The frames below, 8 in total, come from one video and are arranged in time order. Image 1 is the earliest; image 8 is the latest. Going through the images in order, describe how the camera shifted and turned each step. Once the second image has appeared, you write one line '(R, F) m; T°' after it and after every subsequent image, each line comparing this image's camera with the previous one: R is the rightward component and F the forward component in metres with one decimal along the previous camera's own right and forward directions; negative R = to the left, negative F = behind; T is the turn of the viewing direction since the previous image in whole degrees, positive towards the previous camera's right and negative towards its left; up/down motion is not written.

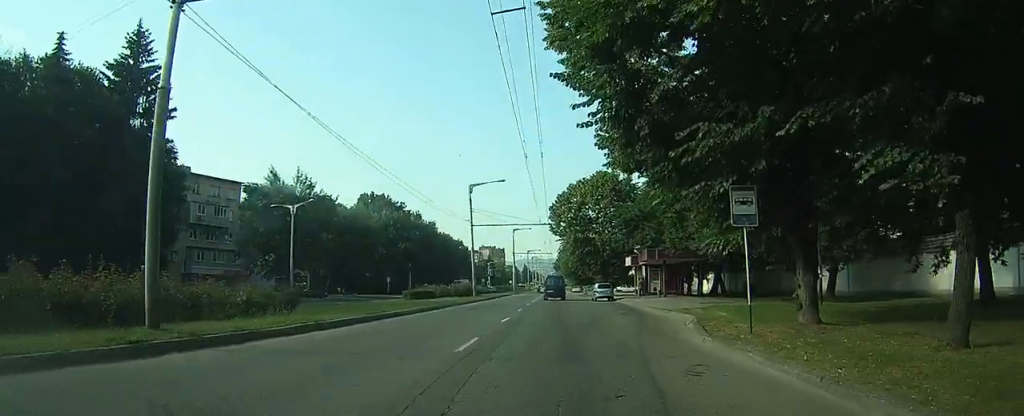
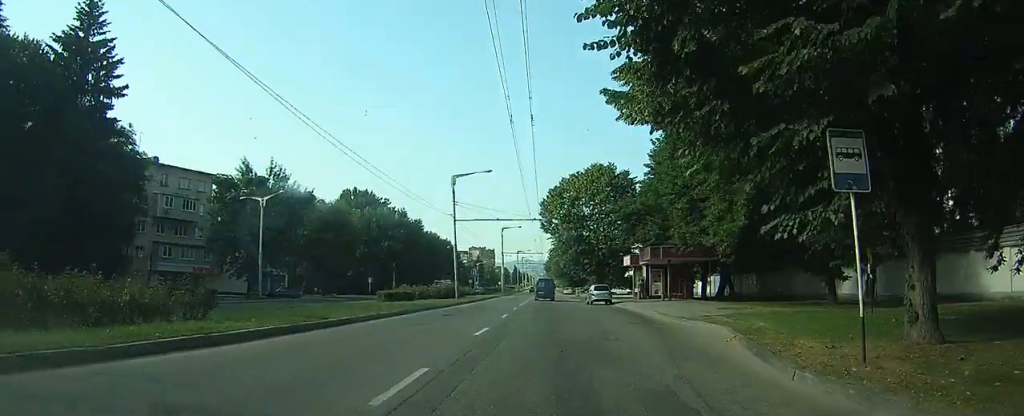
(+0.1, +4.3) m; +2°
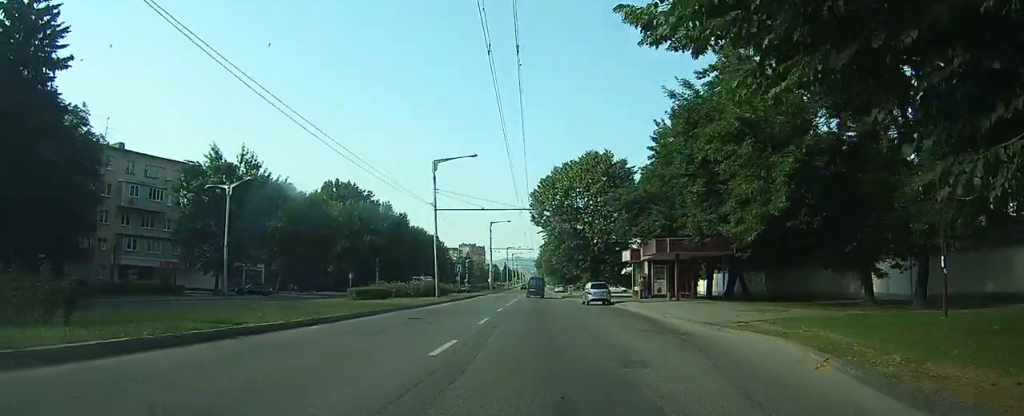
(0.0, +4.5) m; +1°
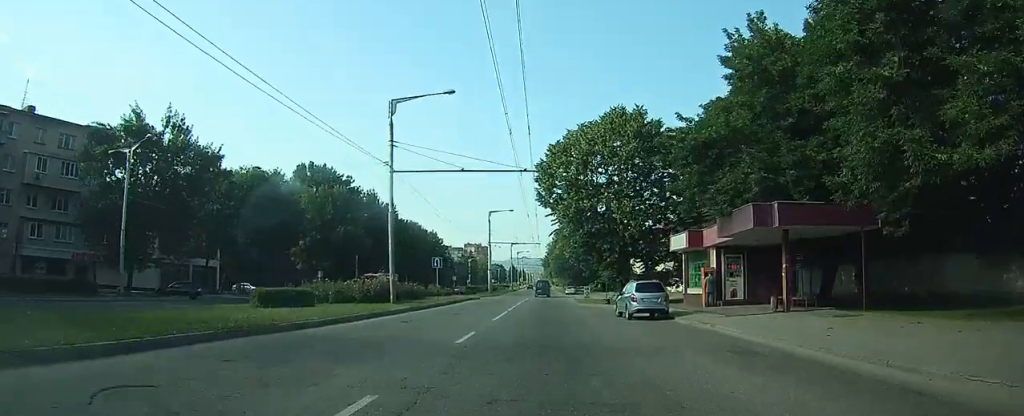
(+0.2, +14.7) m; 0°
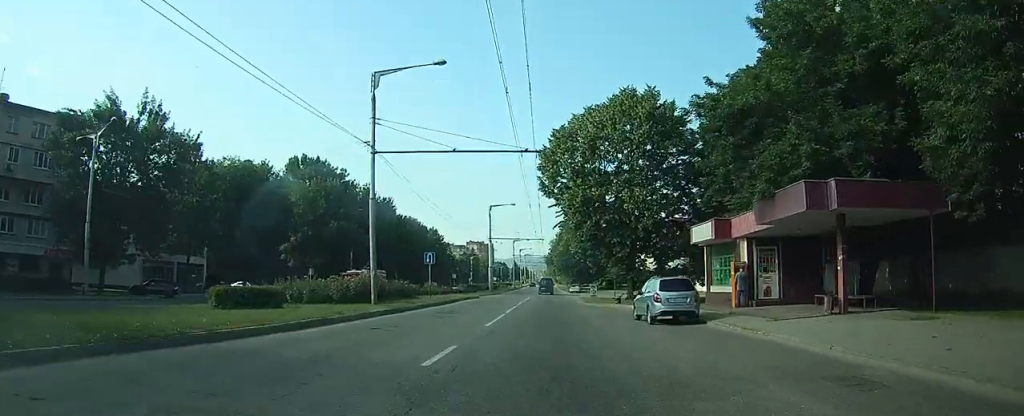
(0.0, +3.8) m; 0°
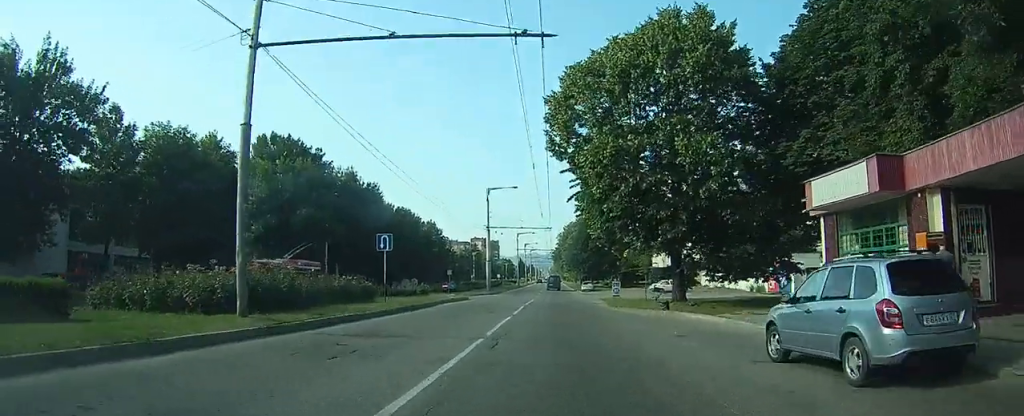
(-0.1, +12.1) m; 0°
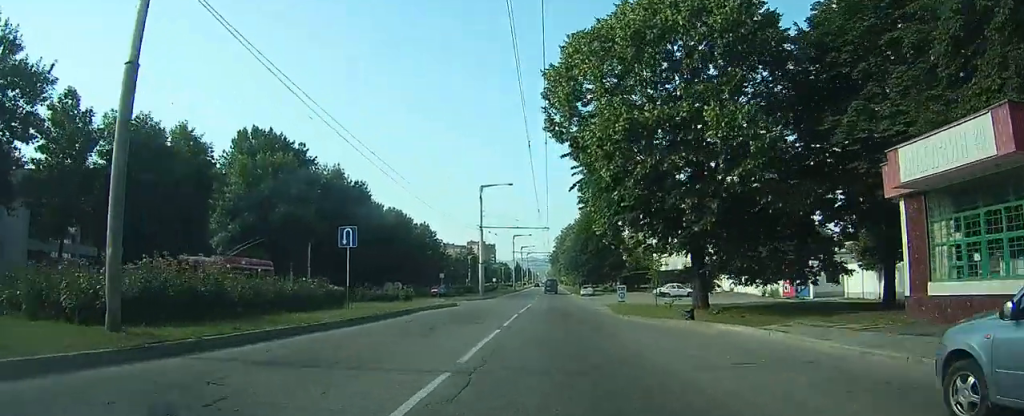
(0.0, +4.5) m; 0°
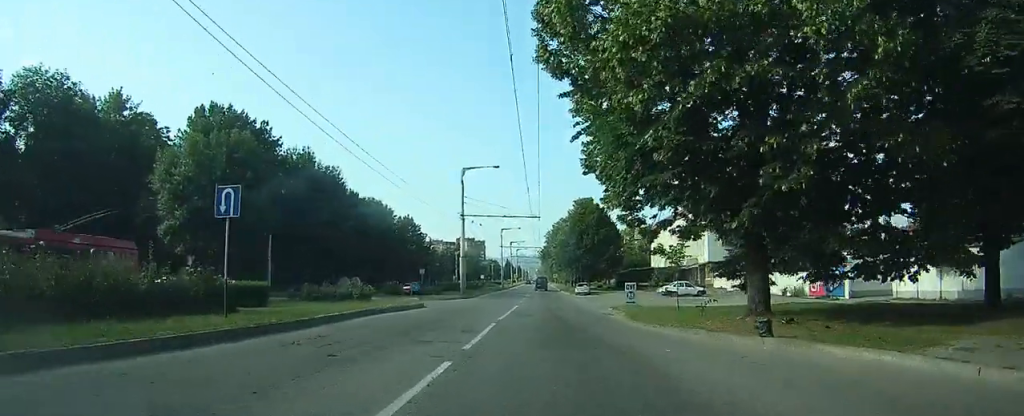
(0.0, +7.7) m; 0°
